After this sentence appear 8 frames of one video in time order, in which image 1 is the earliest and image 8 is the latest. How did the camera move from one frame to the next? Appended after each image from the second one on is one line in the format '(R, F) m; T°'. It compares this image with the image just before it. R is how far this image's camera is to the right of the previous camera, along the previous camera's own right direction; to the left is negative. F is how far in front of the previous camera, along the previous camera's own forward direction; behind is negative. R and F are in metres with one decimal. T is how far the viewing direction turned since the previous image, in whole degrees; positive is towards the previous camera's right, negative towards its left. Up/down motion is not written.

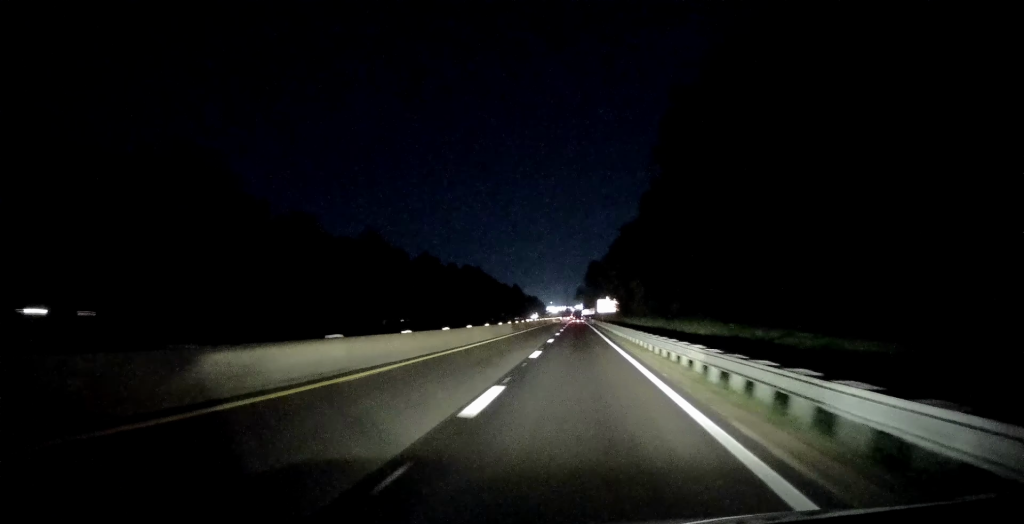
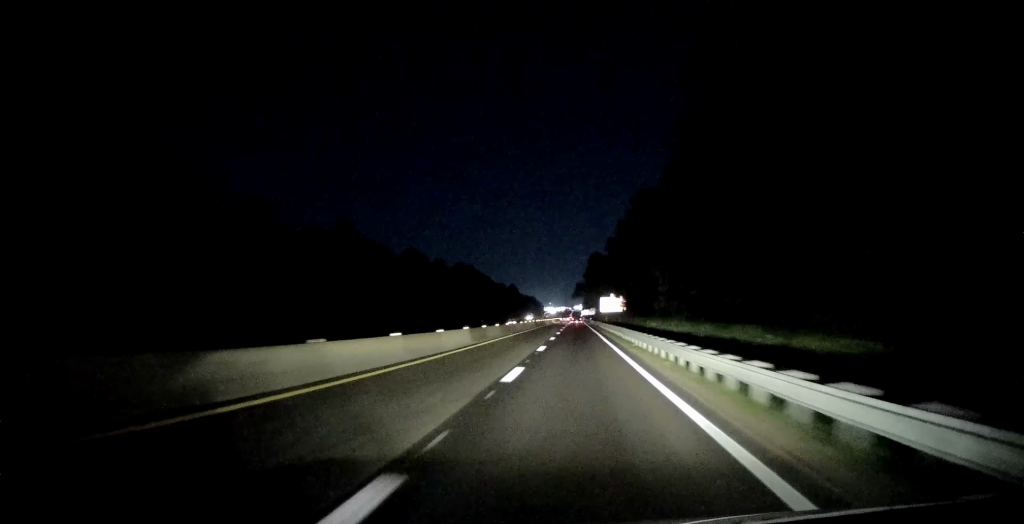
(+0.3, +19.1) m; 0°
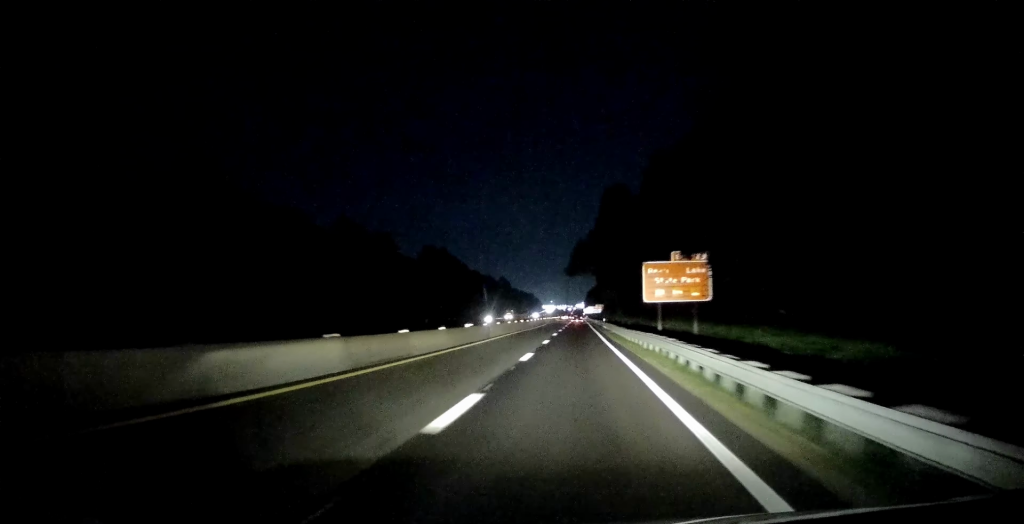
(+0.3, +65.9) m; +1°
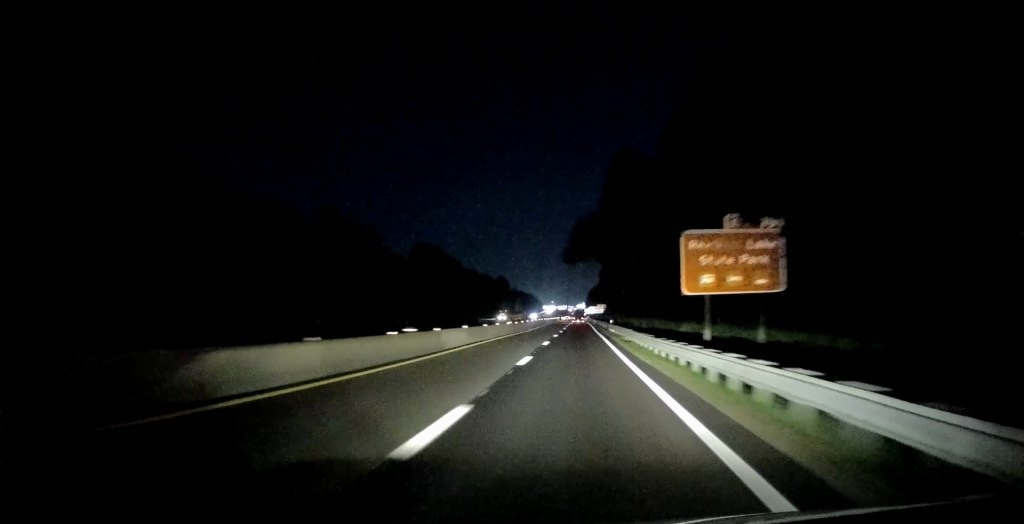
(+0.1, +13.5) m; 0°
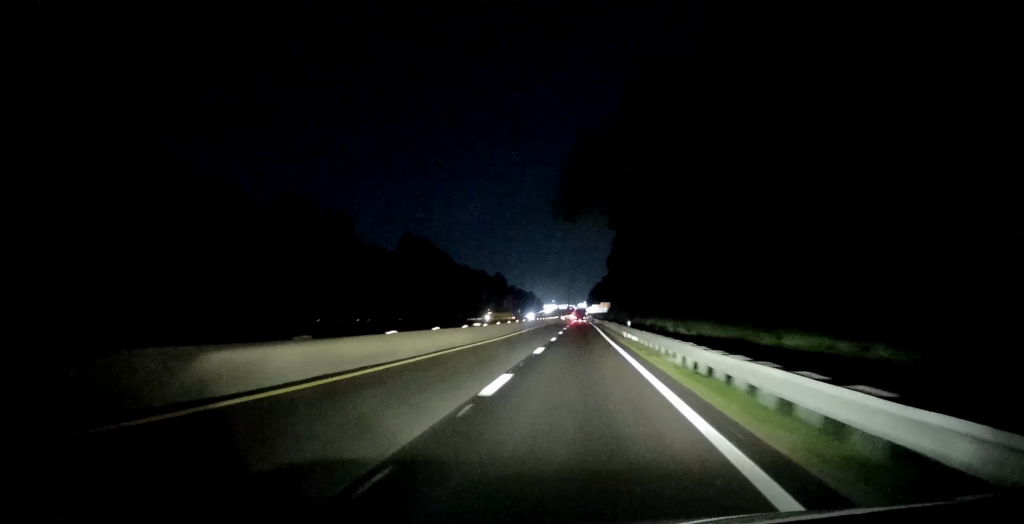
(+0.1, +19.2) m; -1°
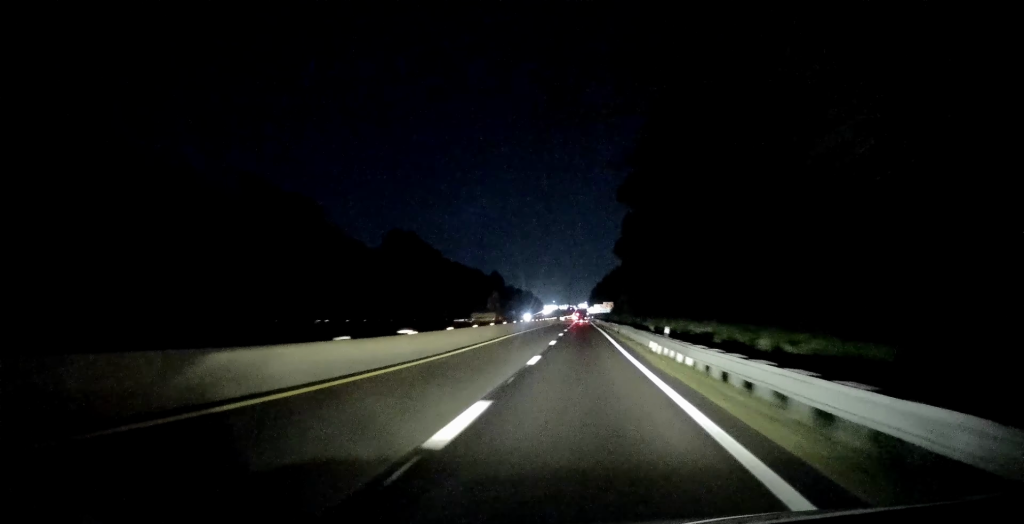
(-0.3, +16.2) m; -1°
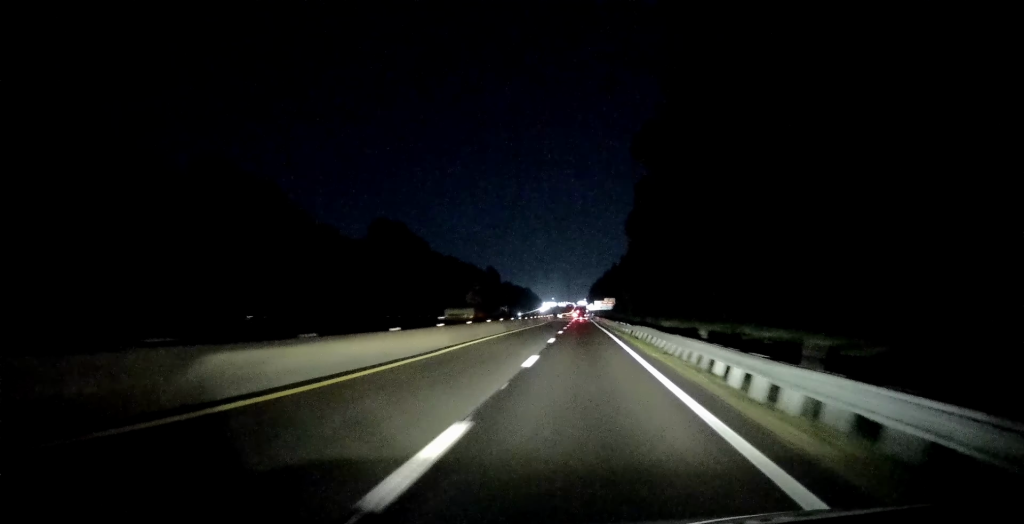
(-0.1, +14.4) m; 0°
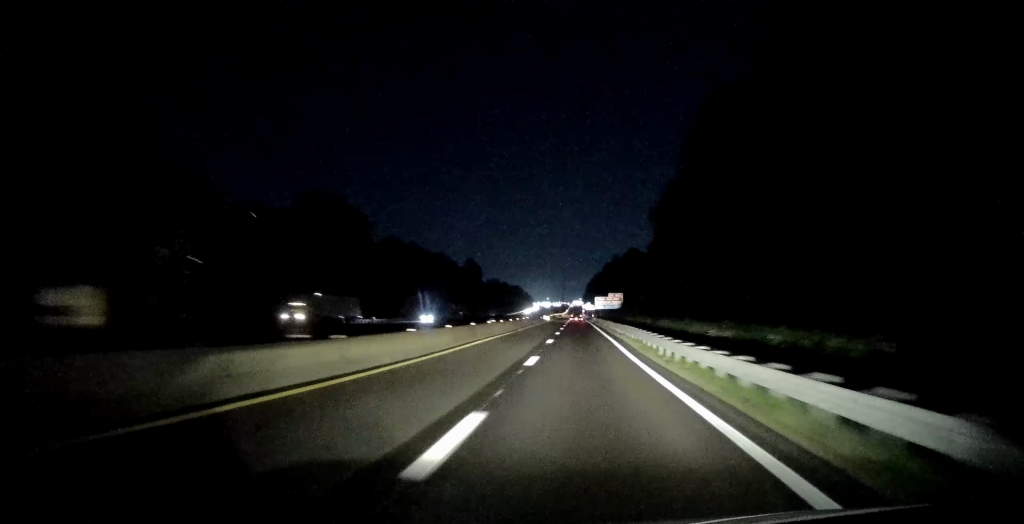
(0.0, +47.9) m; +1°
